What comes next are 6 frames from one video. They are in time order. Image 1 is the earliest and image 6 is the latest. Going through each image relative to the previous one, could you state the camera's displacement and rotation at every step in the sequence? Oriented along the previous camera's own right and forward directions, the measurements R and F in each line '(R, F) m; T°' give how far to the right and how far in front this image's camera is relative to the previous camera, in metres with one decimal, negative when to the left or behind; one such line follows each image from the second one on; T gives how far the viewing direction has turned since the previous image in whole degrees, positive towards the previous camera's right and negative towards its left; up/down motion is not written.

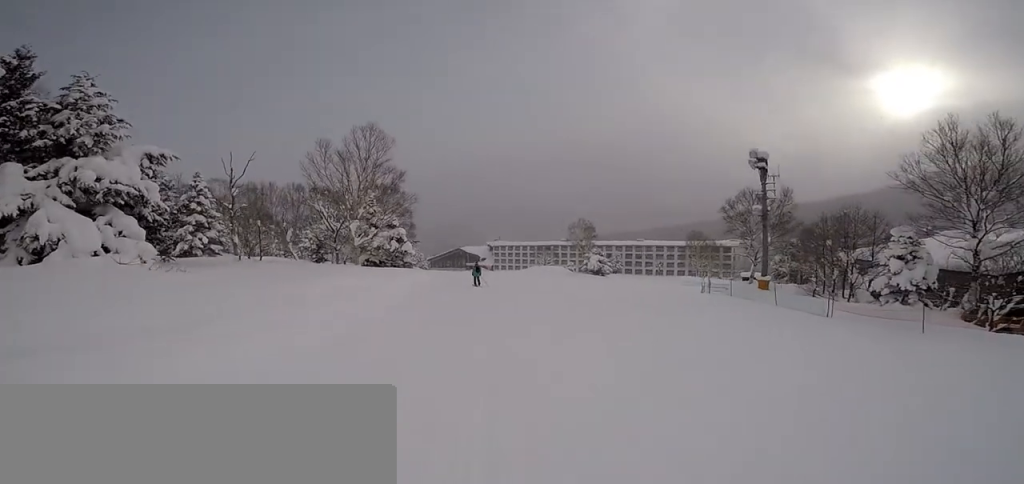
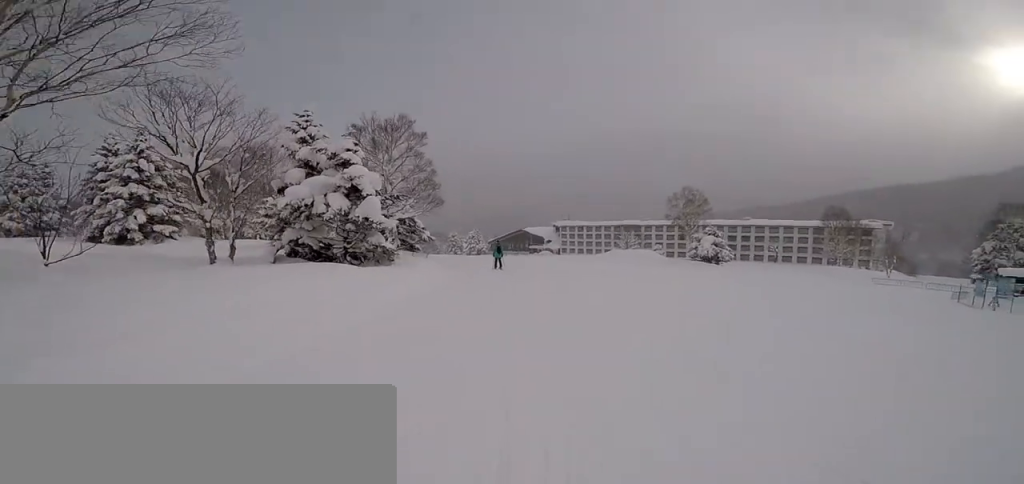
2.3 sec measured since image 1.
(+2.4, +18.7) m; -1°
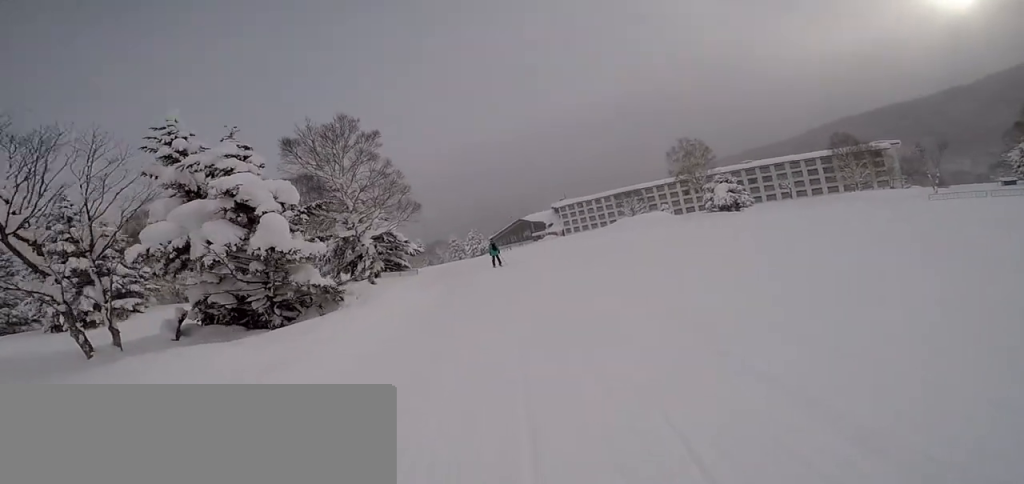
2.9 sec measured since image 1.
(-0.9, +4.7) m; -1°
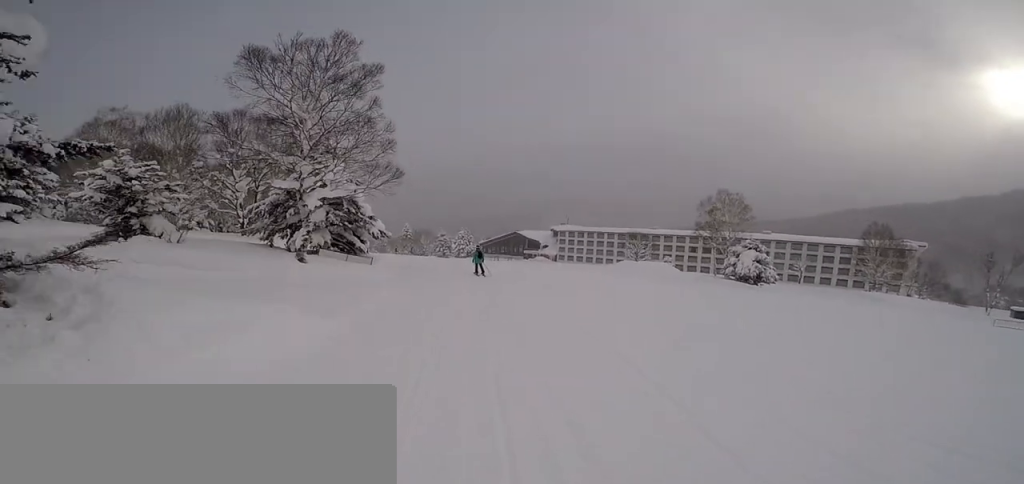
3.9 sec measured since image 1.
(+1.1, +6.8) m; -2°
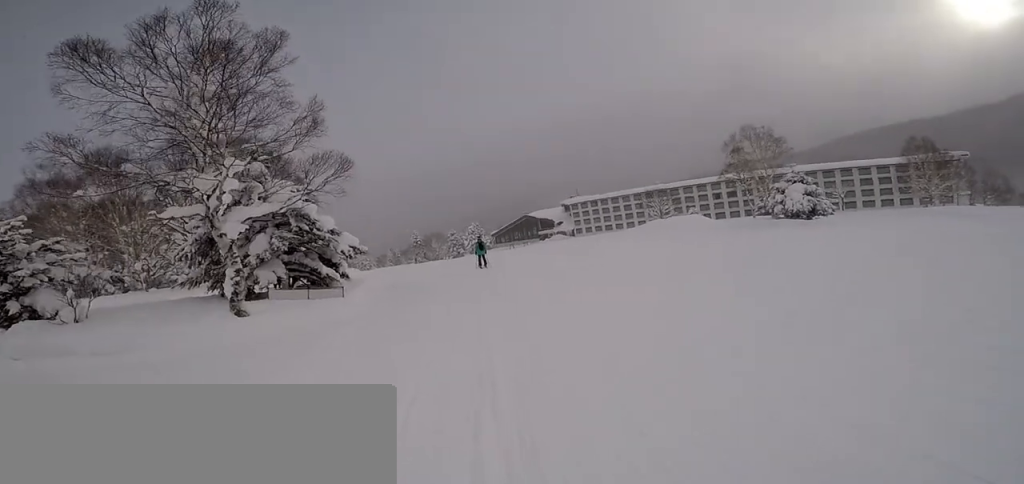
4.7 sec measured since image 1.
(-1.0, +5.1) m; -3°
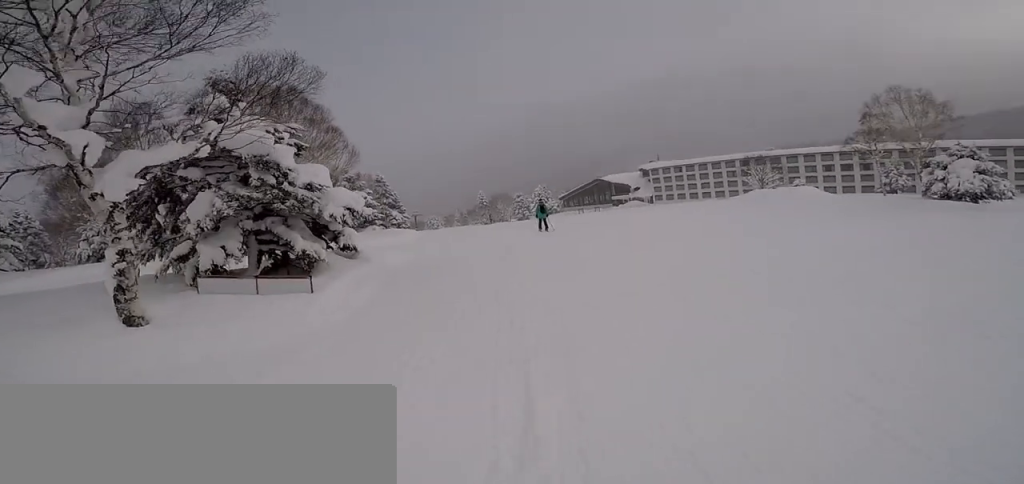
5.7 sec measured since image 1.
(+0.5, +5.7) m; -2°
